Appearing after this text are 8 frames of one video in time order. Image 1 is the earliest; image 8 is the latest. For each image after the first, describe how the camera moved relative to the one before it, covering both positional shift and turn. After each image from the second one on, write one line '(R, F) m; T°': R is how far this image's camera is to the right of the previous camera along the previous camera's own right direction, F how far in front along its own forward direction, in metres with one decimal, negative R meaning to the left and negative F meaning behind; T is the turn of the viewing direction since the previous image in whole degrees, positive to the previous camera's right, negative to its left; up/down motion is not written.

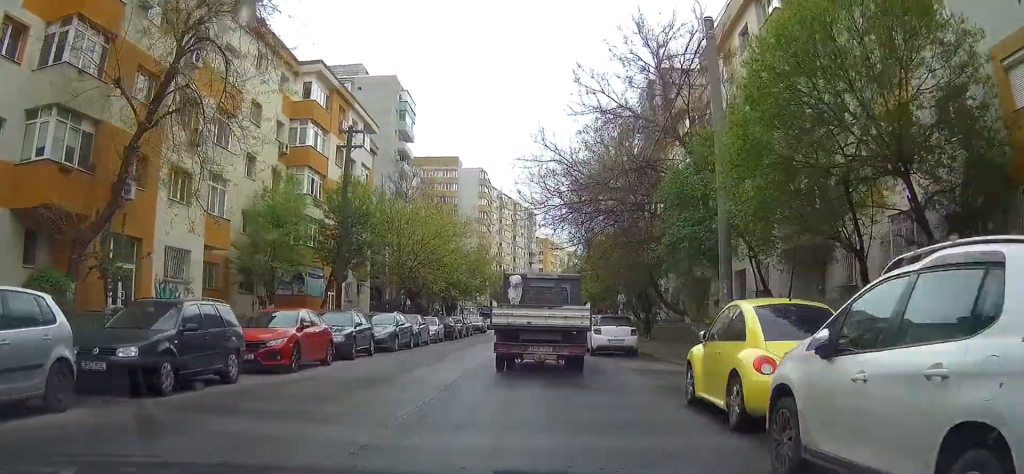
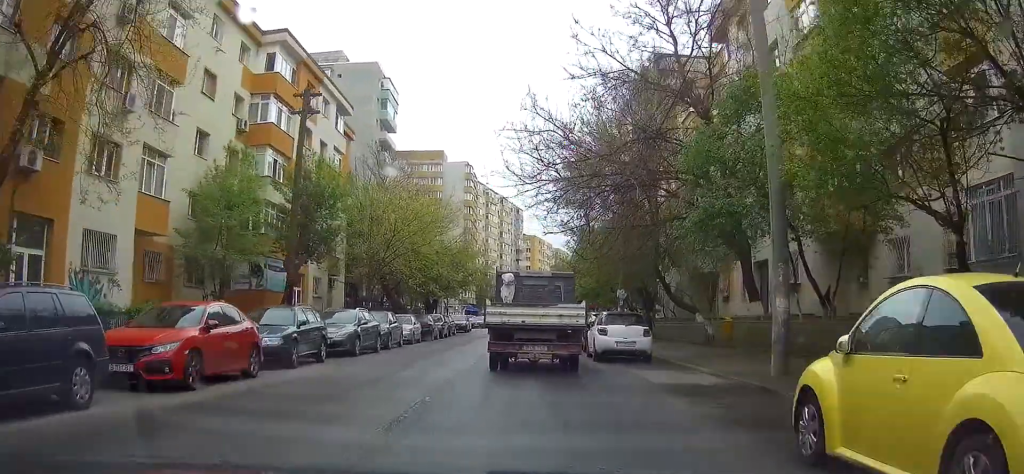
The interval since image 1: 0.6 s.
(-0.1, +4.6) m; -1°
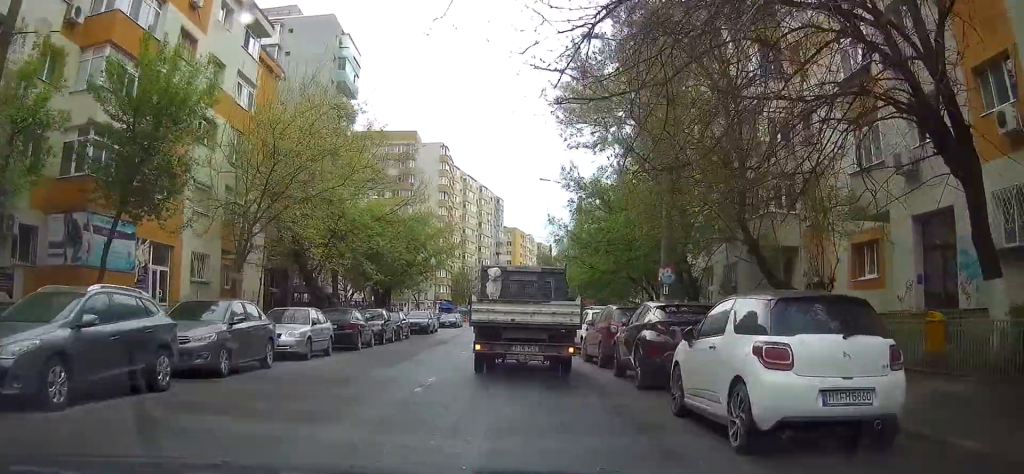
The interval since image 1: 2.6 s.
(+0.1, +14.1) m; +2°
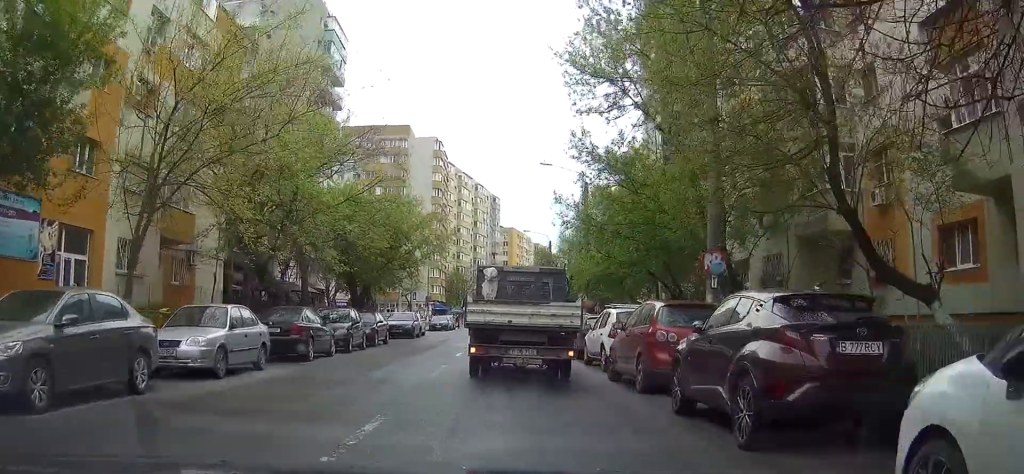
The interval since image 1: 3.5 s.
(0.0, +5.7) m; 0°
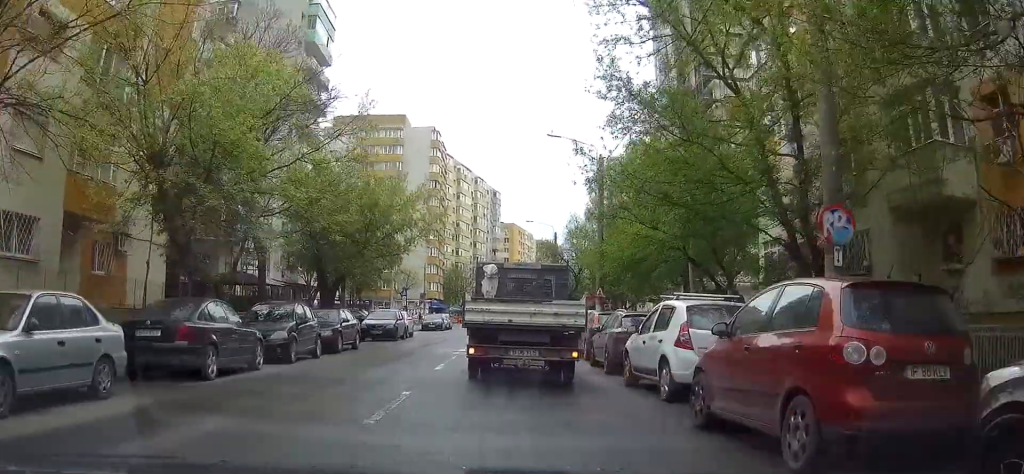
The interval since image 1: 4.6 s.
(0.0, +6.8) m; 0°
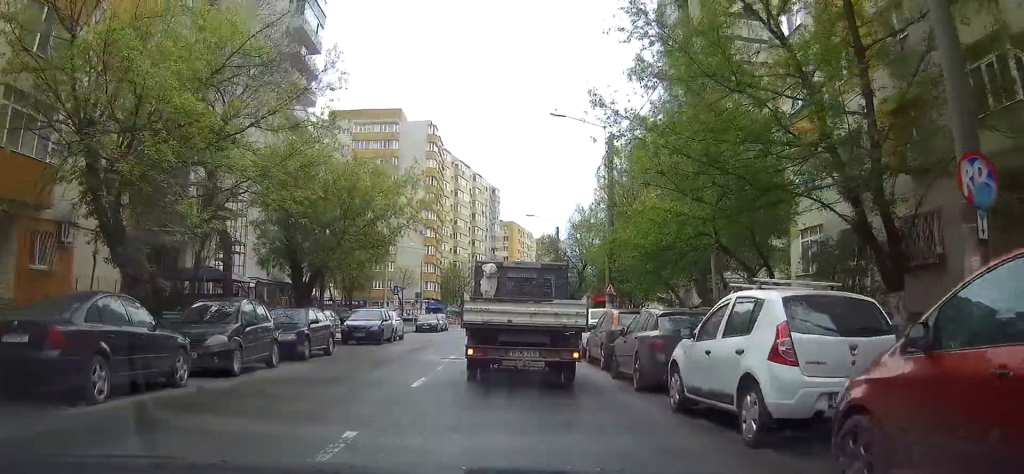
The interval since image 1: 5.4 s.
(0.0, +3.9) m; 0°
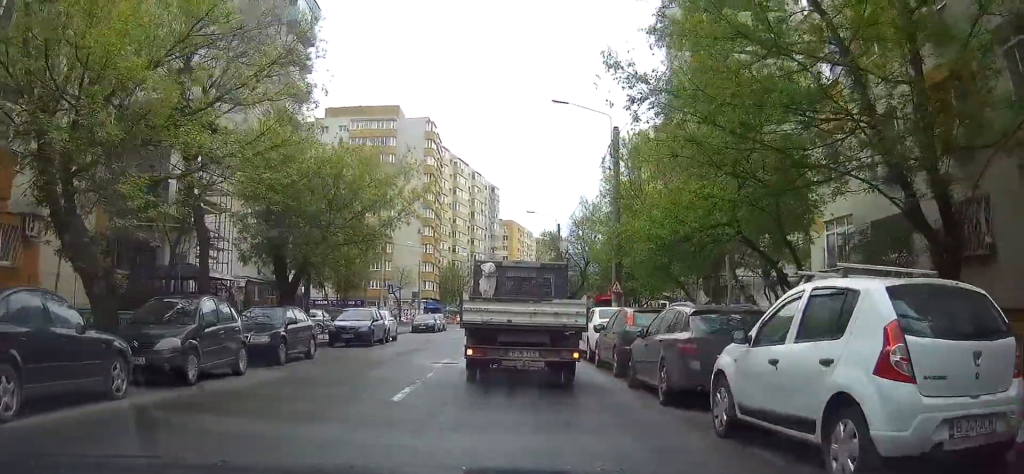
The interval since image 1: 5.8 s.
(0.0, +2.2) m; 0°
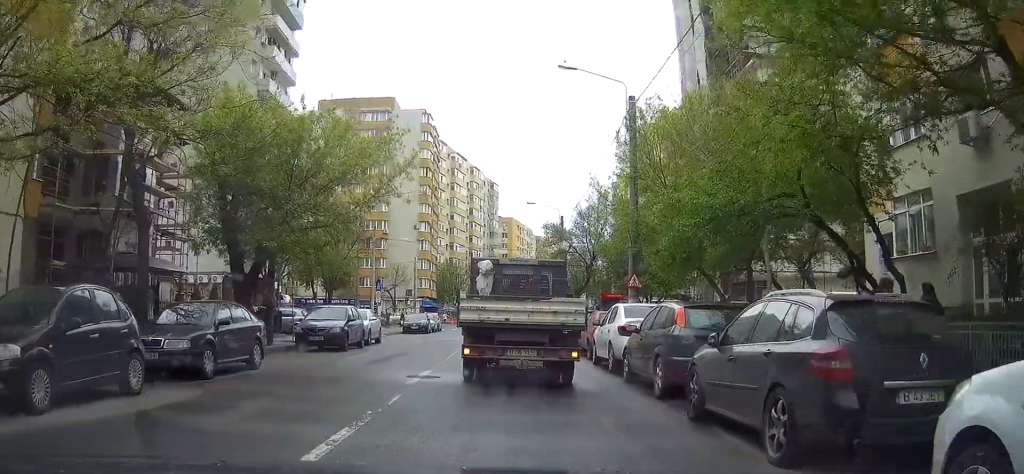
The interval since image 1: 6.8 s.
(0.0, +4.7) m; +1°
